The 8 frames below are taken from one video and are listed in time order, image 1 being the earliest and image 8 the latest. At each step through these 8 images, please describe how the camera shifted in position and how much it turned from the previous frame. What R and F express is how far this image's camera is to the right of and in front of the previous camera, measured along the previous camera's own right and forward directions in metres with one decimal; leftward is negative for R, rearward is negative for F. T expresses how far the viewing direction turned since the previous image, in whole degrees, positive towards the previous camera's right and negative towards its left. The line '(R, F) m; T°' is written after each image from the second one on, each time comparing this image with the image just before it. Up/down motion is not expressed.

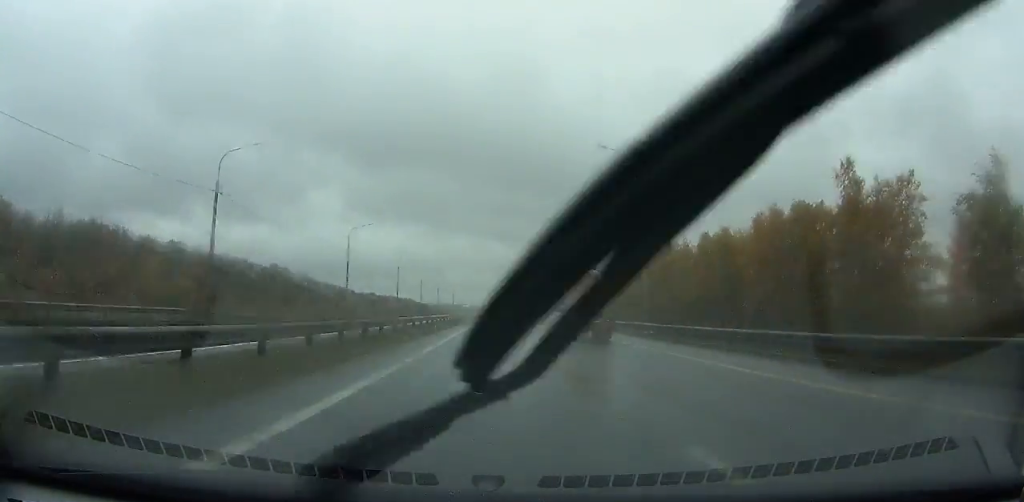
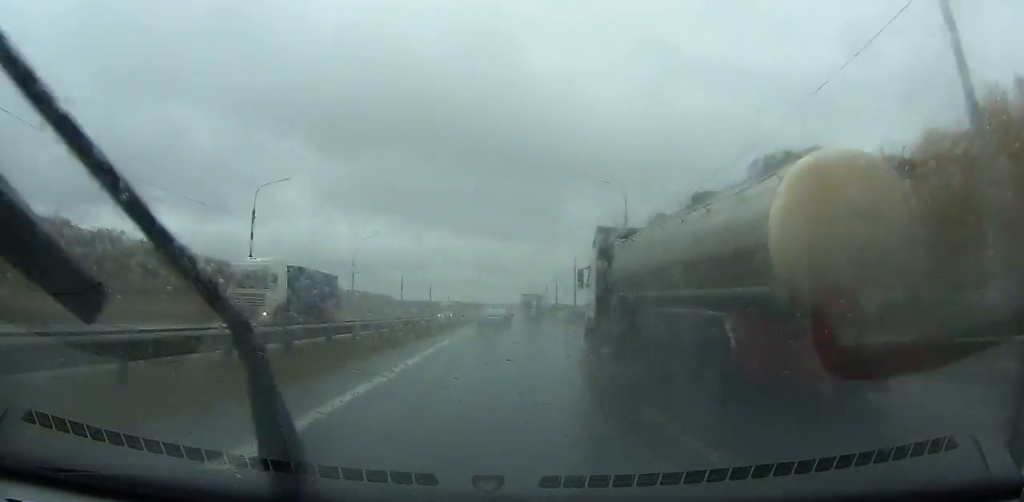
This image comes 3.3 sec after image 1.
(+0.5, +94.1) m; +1°
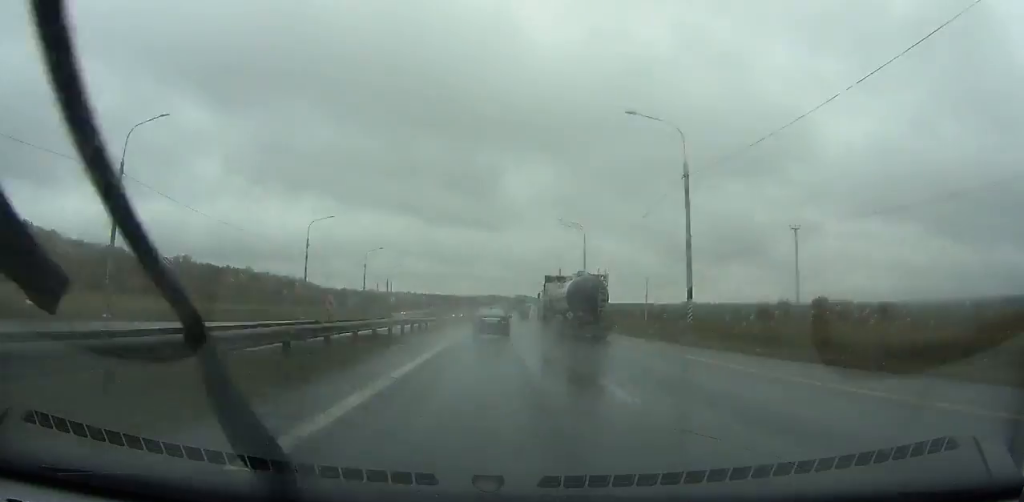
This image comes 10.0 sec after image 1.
(+6.3, +193.6) m; +4°
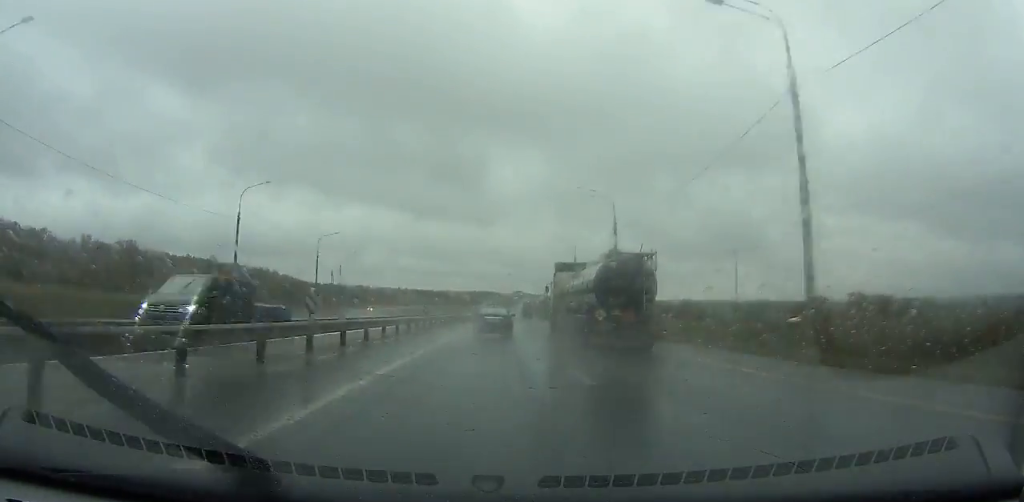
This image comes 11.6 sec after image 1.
(+0.4, +47.2) m; +1°
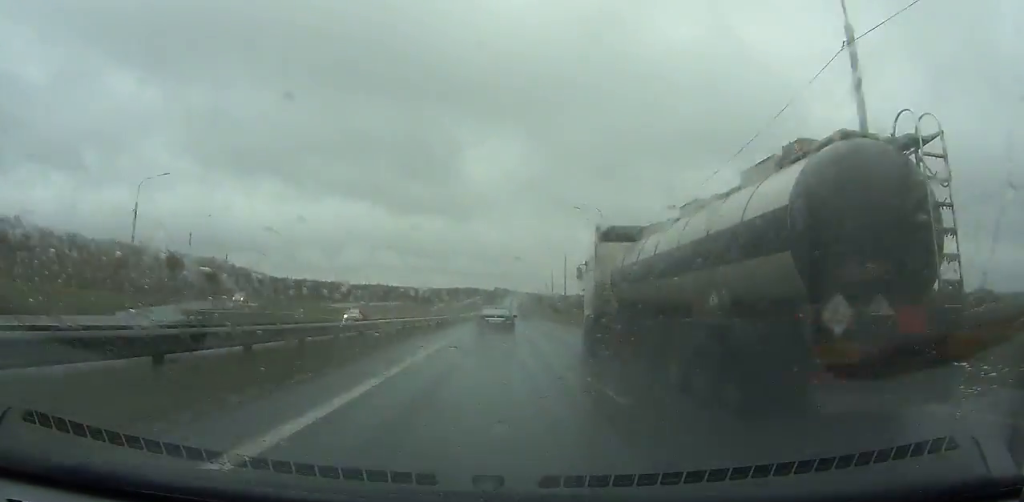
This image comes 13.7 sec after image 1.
(+1.2, +61.6) m; +1°
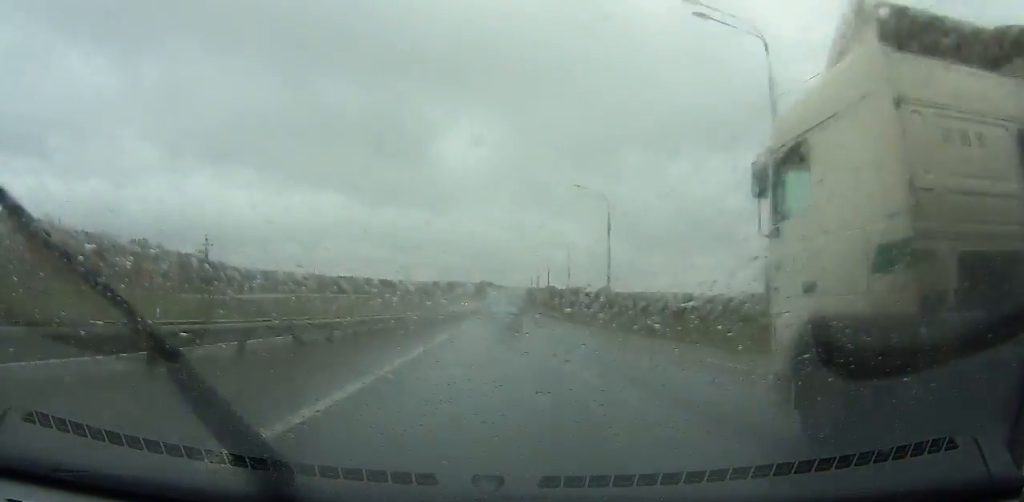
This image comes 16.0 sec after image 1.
(+1.6, +66.5) m; 0°
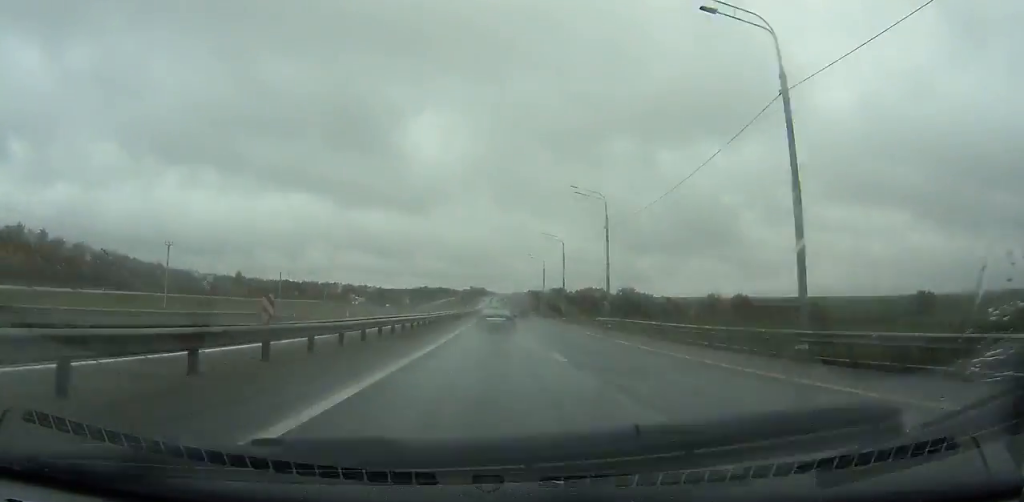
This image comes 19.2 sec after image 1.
(-2.0, +88.0) m; 0°
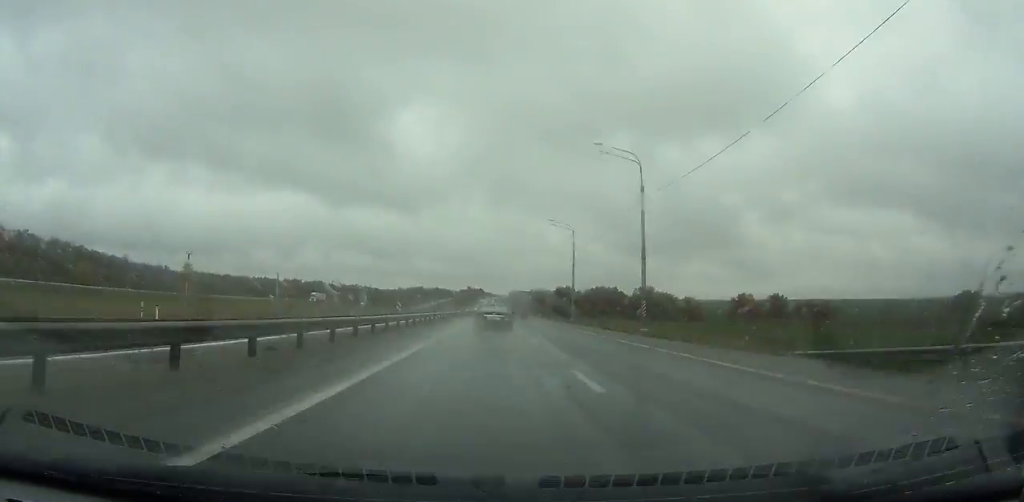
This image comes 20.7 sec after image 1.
(+0.9, +40.6) m; +1°
